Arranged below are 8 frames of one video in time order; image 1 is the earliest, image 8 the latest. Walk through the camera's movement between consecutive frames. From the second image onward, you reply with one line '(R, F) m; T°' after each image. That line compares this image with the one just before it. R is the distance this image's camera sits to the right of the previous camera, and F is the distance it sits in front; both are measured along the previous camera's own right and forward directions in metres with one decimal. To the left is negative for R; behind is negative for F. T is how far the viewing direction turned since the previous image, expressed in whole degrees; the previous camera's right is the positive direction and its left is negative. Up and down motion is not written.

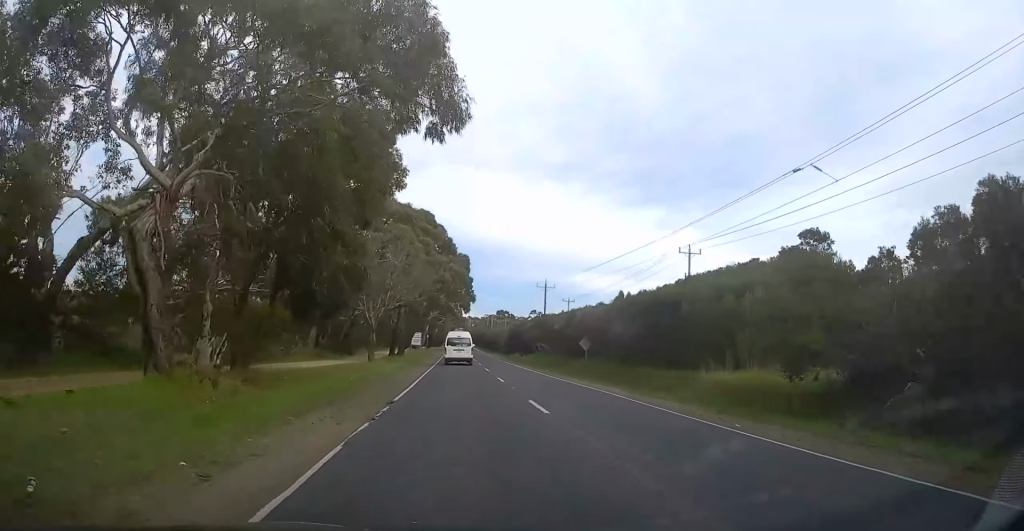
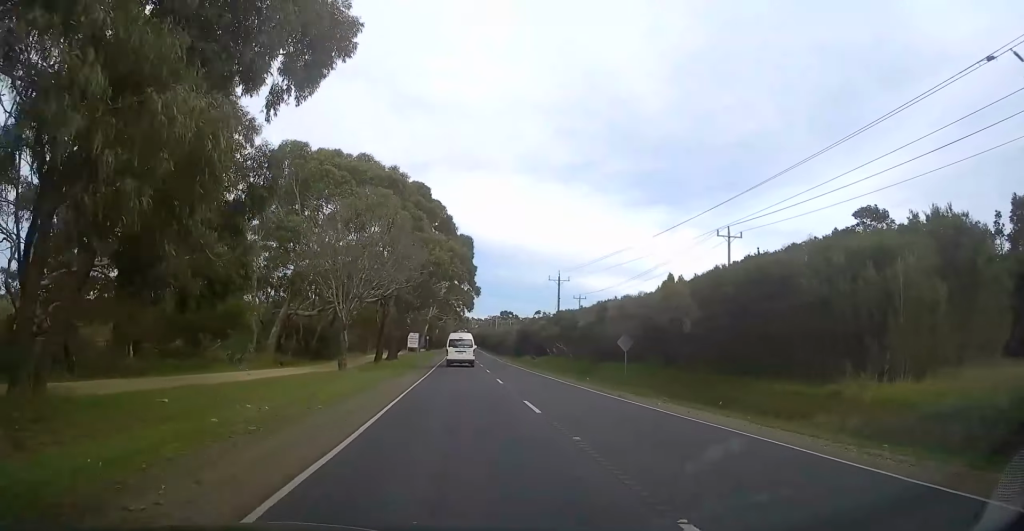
(0.0, +10.4) m; 0°
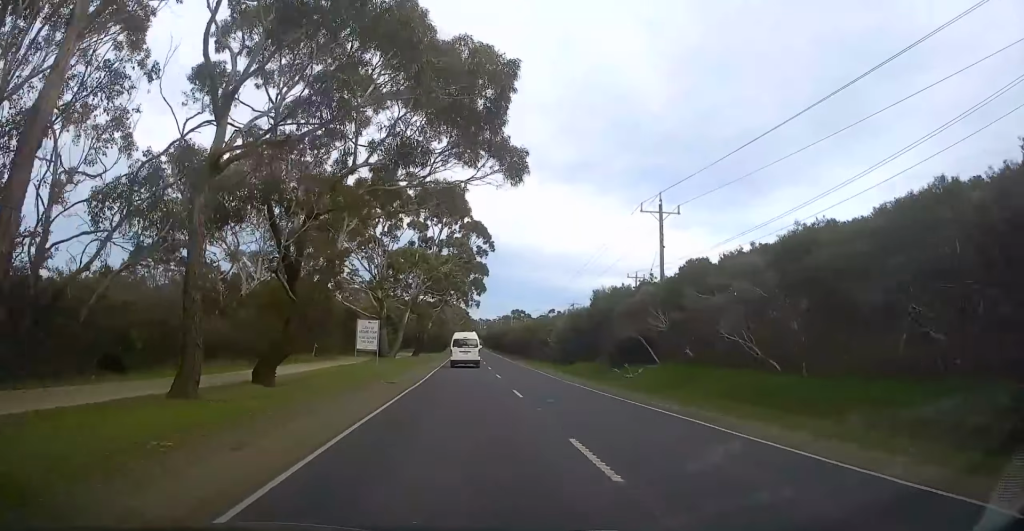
(0.0, +40.4) m; 0°
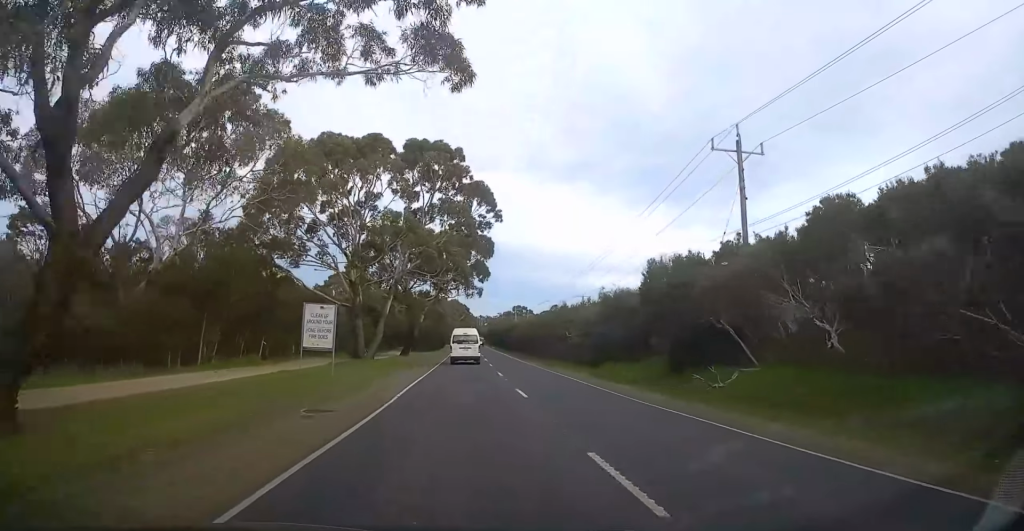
(0.0, +13.2) m; 0°
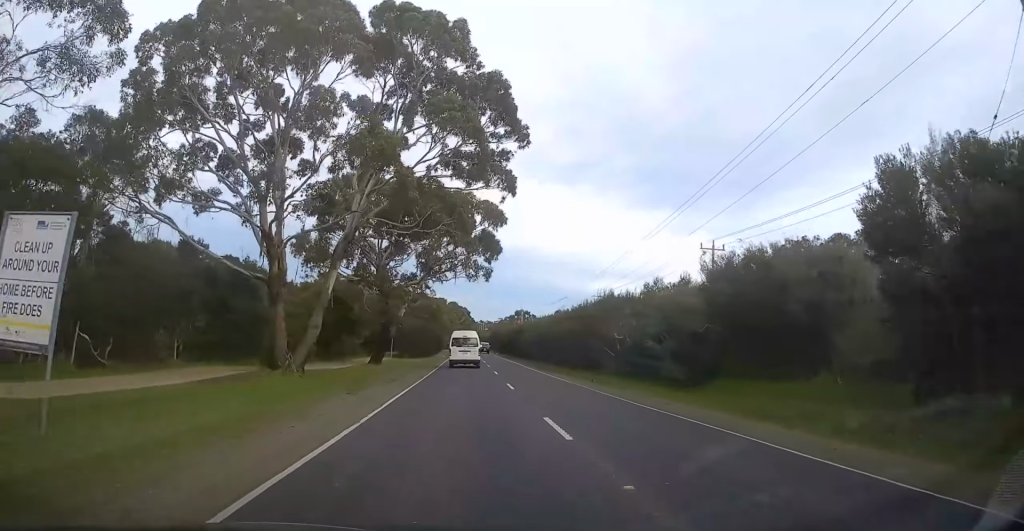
(0.0, +17.5) m; 0°
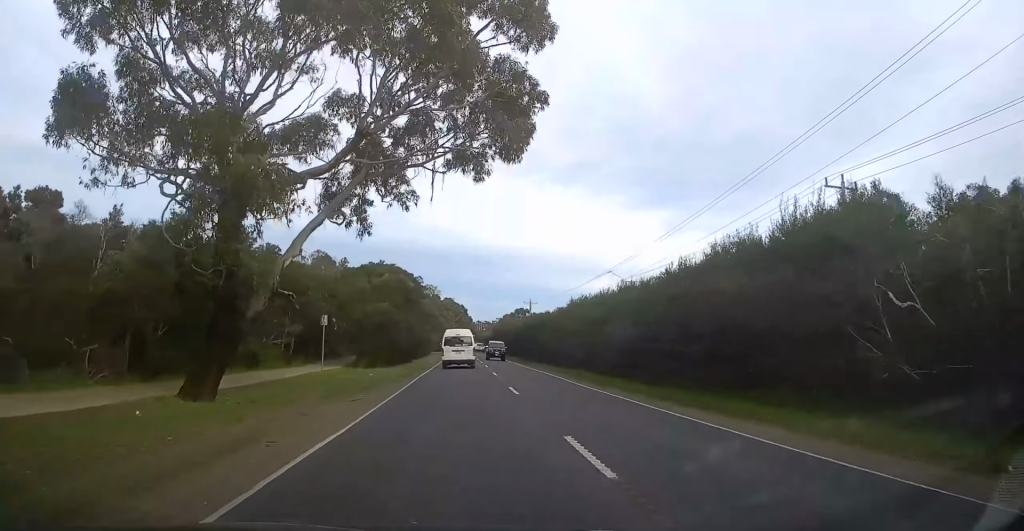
(0.0, +25.5) m; 0°
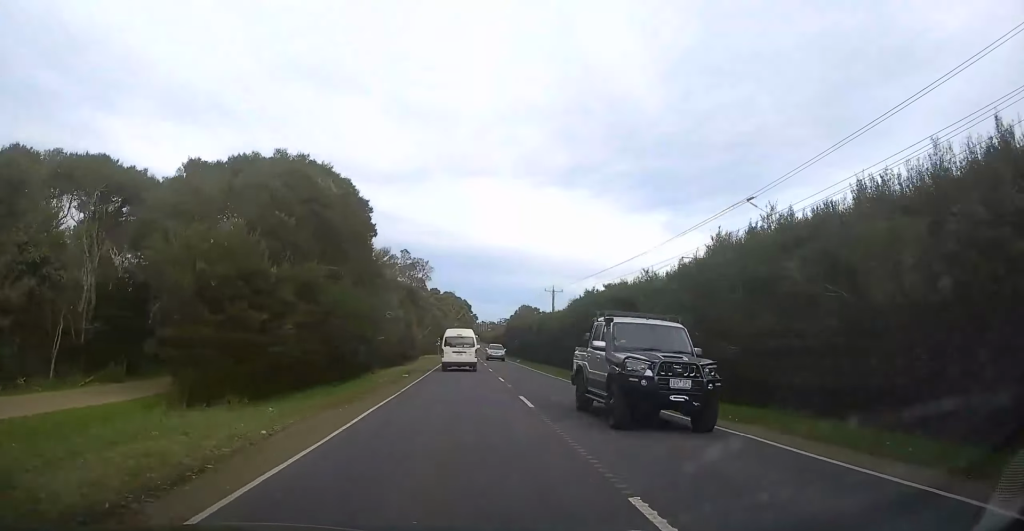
(0.0, +26.7) m; 0°
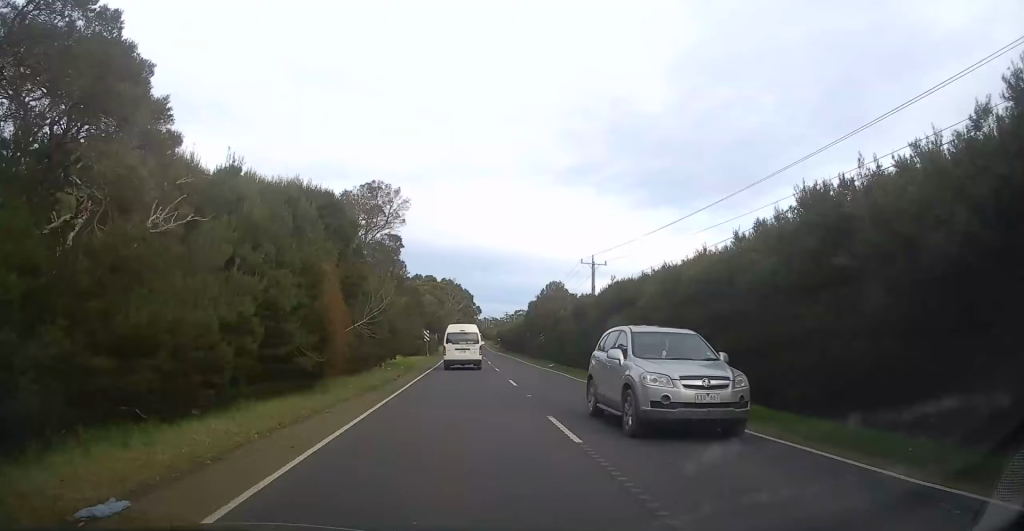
(0.0, +27.9) m; 0°
